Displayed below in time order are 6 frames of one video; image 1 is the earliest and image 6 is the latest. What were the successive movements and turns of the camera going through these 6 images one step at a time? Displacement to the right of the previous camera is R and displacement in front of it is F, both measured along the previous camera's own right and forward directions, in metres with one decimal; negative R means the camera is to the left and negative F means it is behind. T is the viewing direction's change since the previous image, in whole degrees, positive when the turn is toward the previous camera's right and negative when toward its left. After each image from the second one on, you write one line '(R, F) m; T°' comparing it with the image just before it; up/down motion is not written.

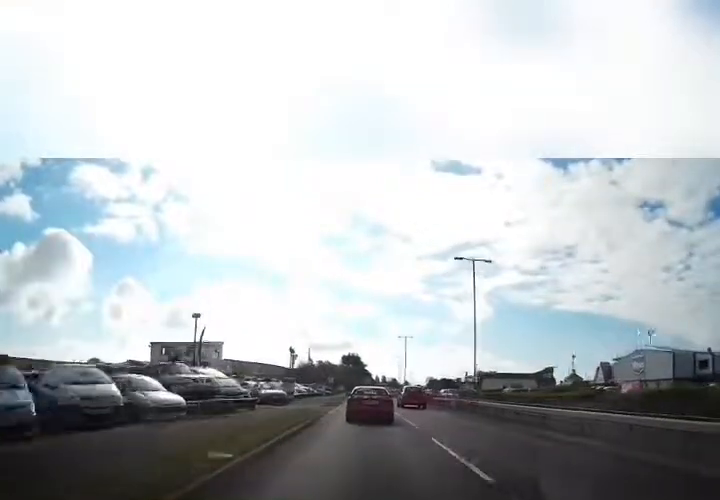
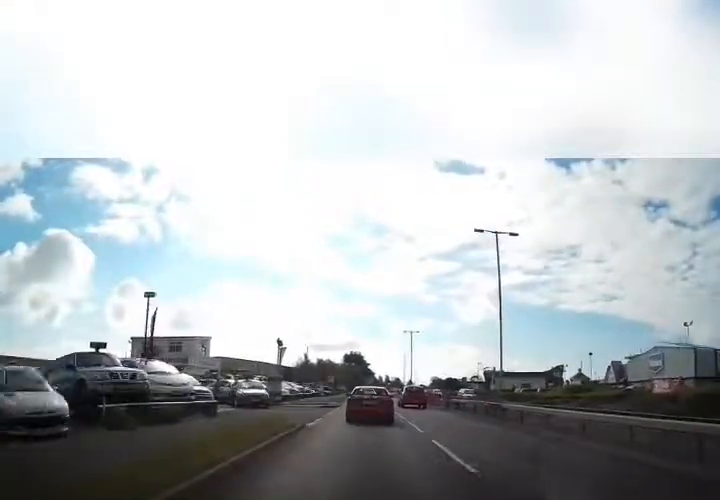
(-0.1, +5.5) m; 0°
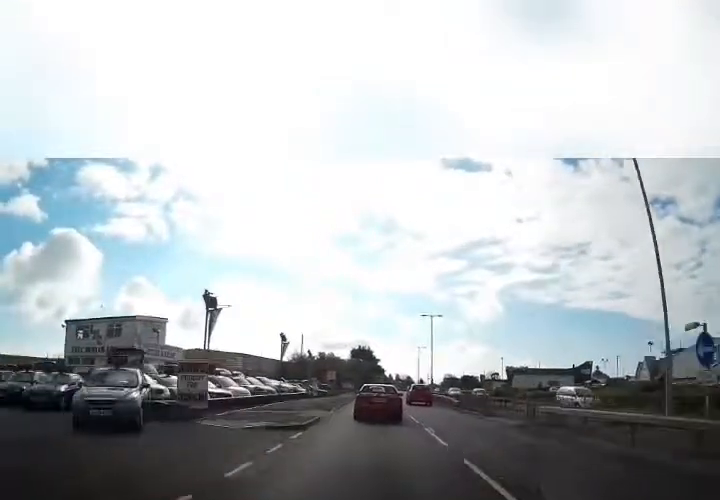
(0.0, +13.7) m; -1°
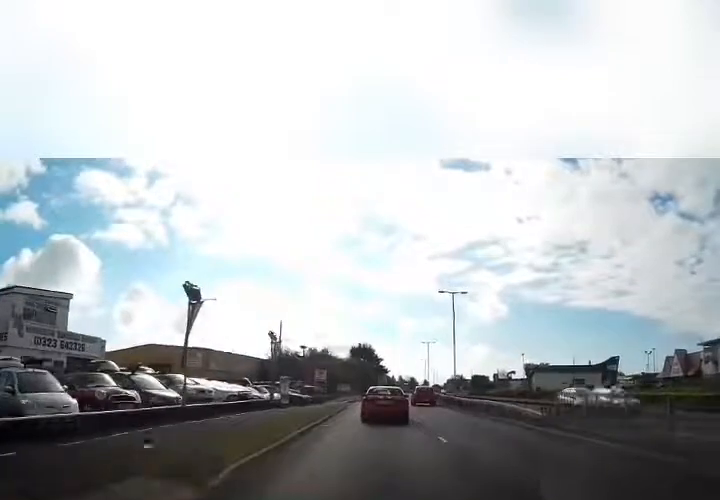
(-0.4, +14.0) m; -3°
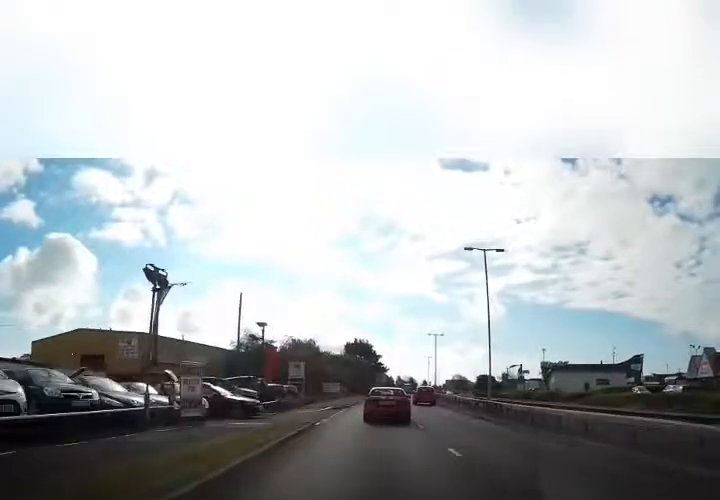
(-0.2, +12.7) m; 0°
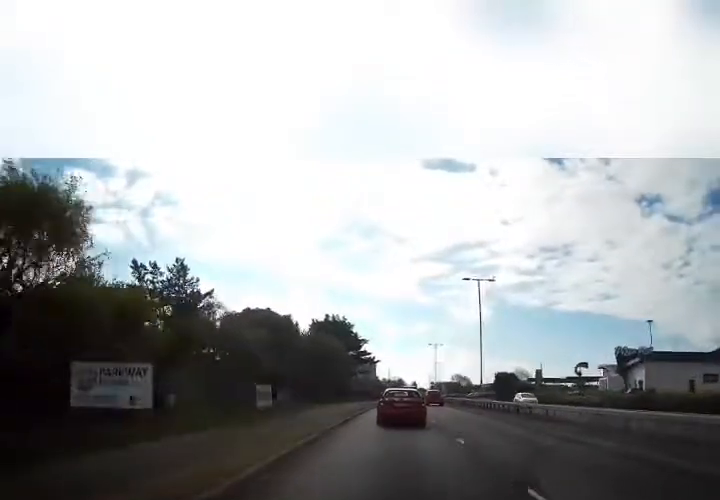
(+2.4, +37.0) m; +6°
